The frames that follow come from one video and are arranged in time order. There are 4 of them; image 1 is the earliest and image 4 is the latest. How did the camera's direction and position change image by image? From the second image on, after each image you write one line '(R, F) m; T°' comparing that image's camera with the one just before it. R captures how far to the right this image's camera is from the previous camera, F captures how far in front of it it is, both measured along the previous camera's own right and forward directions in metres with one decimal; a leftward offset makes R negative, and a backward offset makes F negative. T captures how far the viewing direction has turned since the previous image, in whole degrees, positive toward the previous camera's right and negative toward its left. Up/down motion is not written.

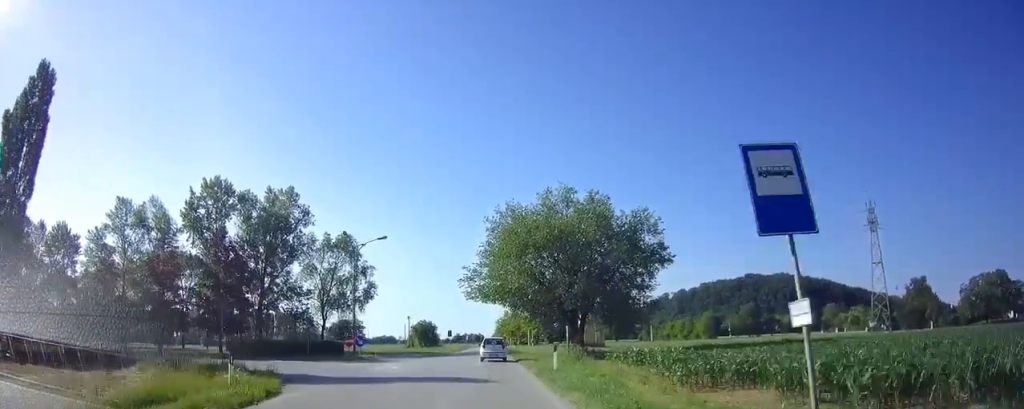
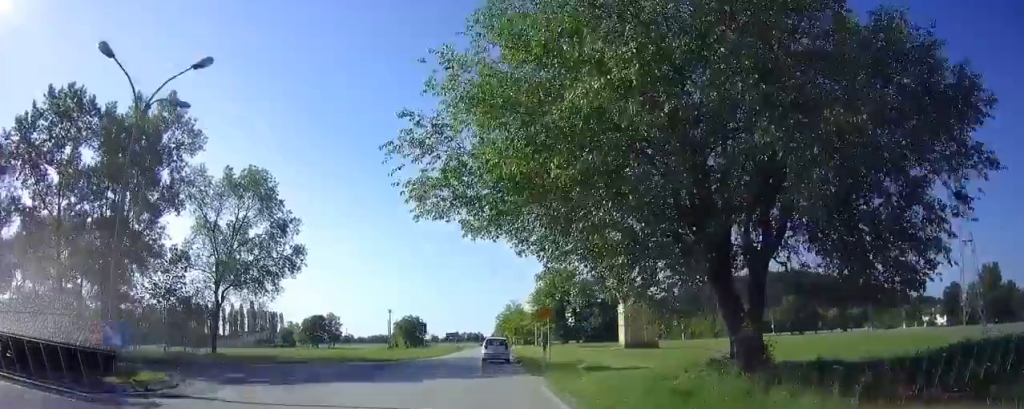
(+0.1, +27.9) m; 0°
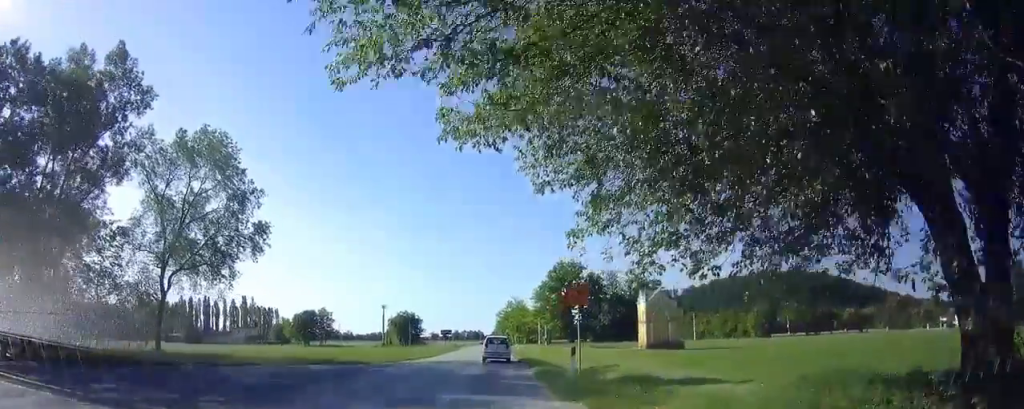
(0.0, +8.0) m; 0°
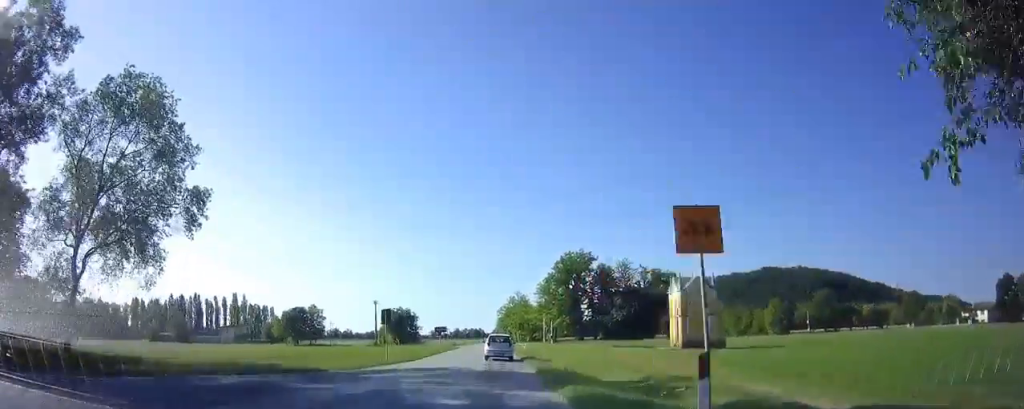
(0.0, +9.1) m; 0°
